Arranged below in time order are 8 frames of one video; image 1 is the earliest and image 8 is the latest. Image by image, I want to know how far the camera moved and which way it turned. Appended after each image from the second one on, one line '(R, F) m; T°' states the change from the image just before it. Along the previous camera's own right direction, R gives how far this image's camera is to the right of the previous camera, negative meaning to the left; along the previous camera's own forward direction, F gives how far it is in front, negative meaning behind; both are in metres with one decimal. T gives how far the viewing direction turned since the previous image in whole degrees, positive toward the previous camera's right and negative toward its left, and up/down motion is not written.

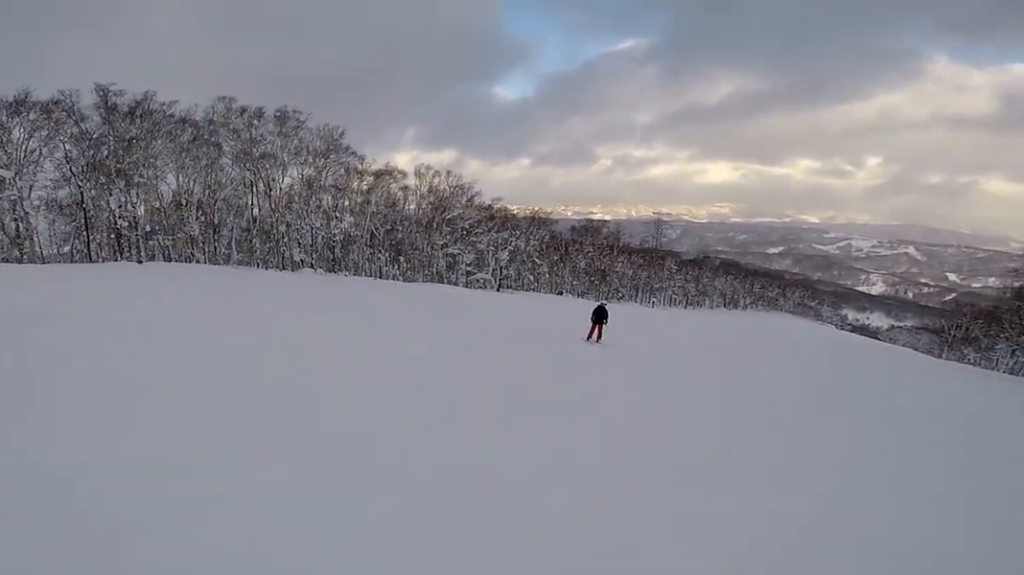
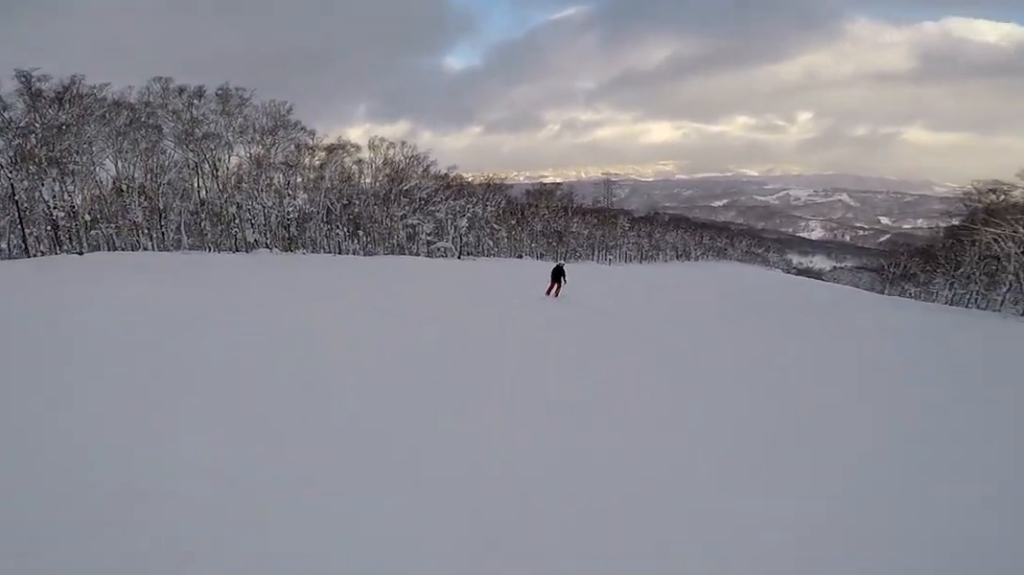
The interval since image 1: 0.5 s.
(0.0, +1.2) m; +4°
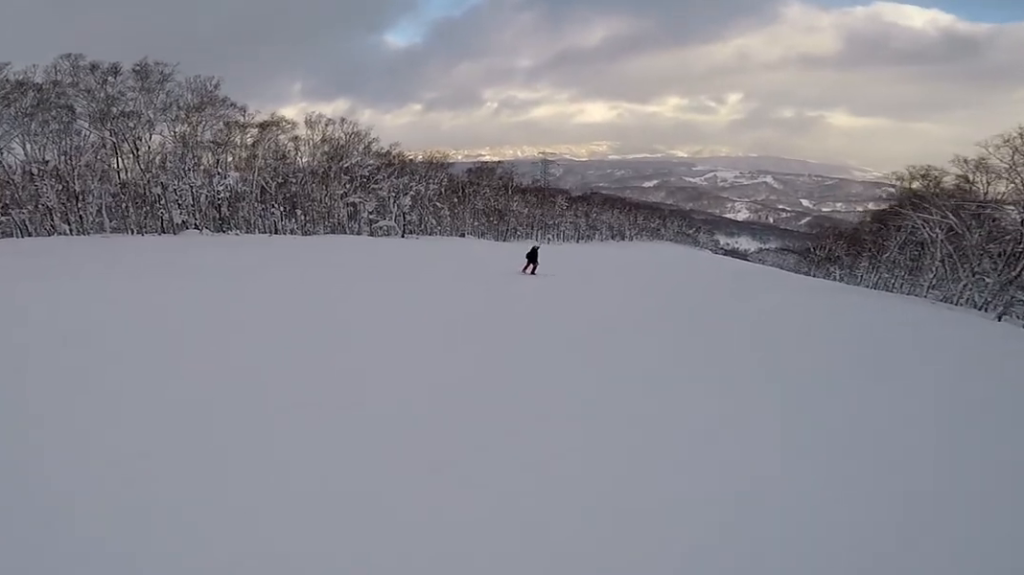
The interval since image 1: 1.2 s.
(+0.2, +2.2) m; +15°
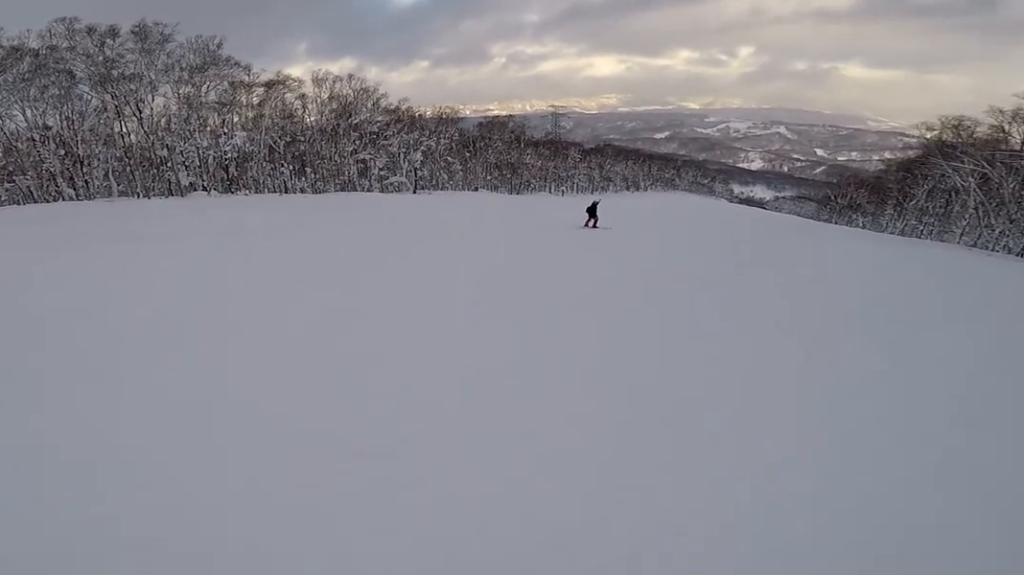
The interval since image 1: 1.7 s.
(+0.2, +1.7) m; +9°
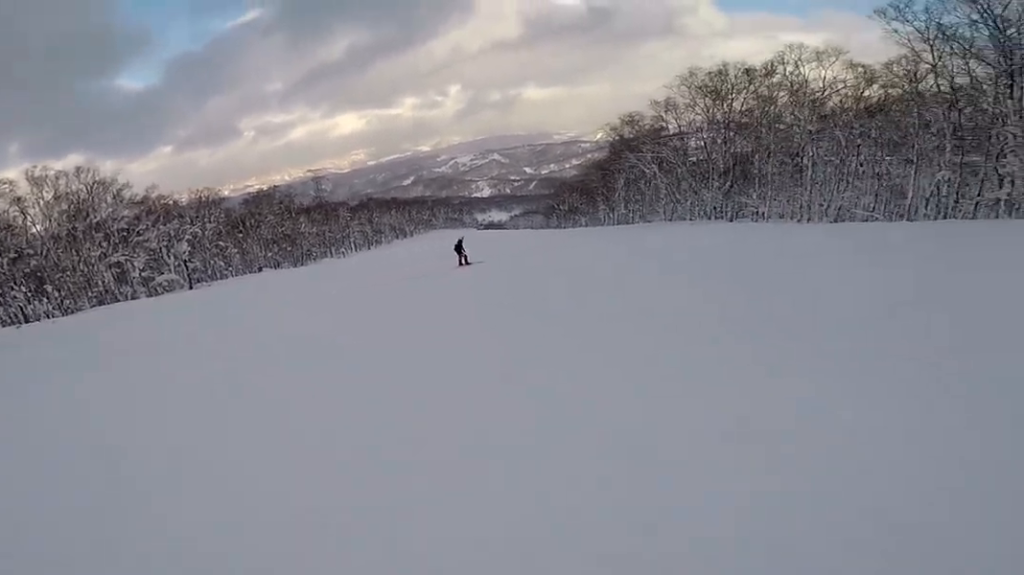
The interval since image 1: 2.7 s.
(+0.5, +3.3) m; +19°
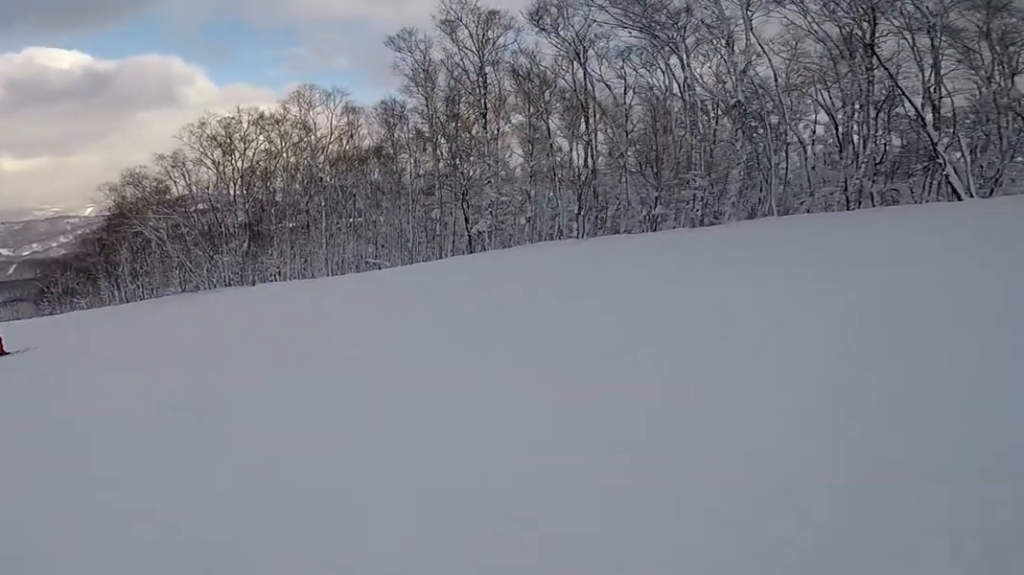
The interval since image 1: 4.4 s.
(+2.7, +6.2) m; +35°
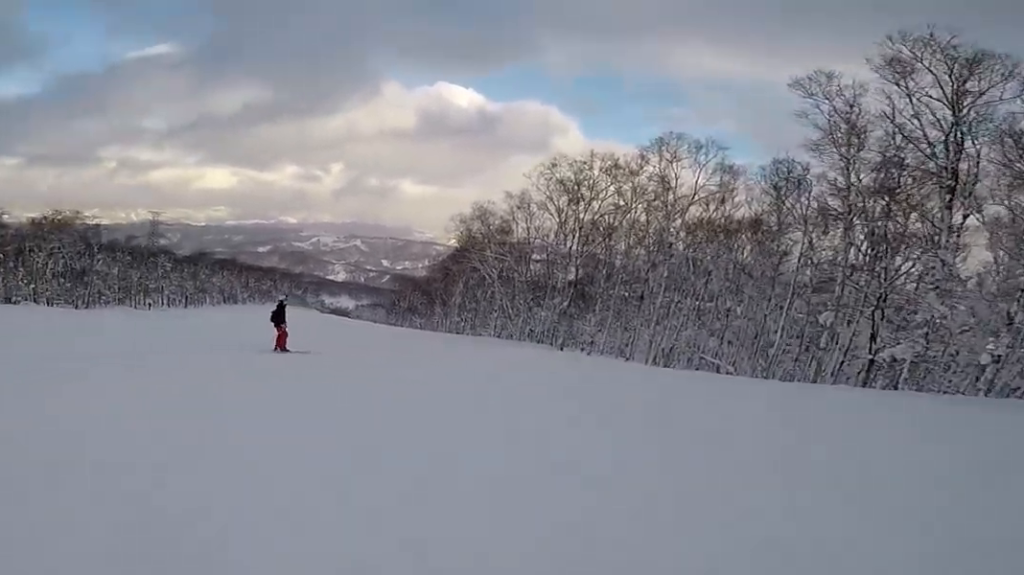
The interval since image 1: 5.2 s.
(-0.1, +3.2) m; -14°
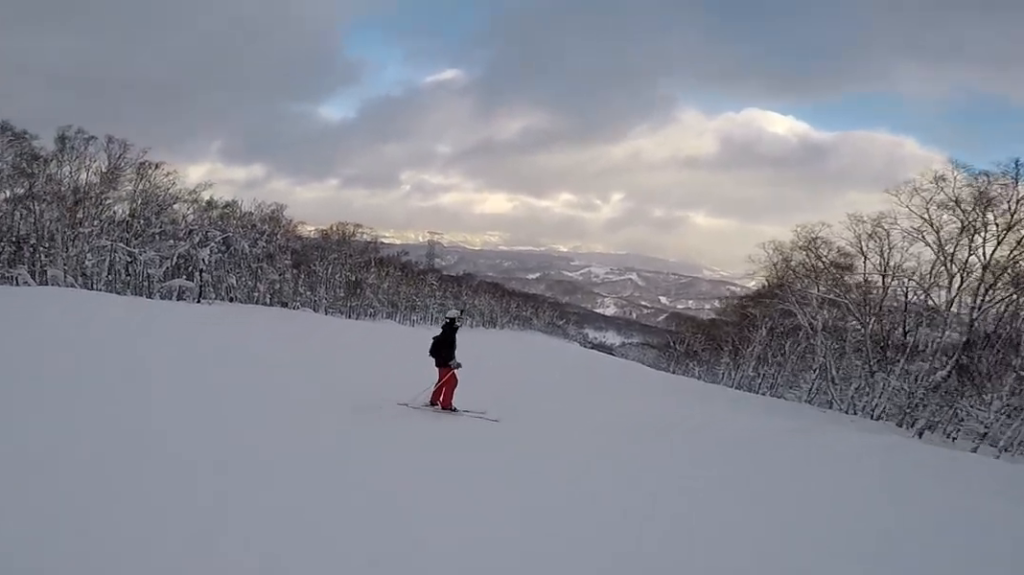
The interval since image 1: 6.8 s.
(-2.5, +5.4) m; -44°
